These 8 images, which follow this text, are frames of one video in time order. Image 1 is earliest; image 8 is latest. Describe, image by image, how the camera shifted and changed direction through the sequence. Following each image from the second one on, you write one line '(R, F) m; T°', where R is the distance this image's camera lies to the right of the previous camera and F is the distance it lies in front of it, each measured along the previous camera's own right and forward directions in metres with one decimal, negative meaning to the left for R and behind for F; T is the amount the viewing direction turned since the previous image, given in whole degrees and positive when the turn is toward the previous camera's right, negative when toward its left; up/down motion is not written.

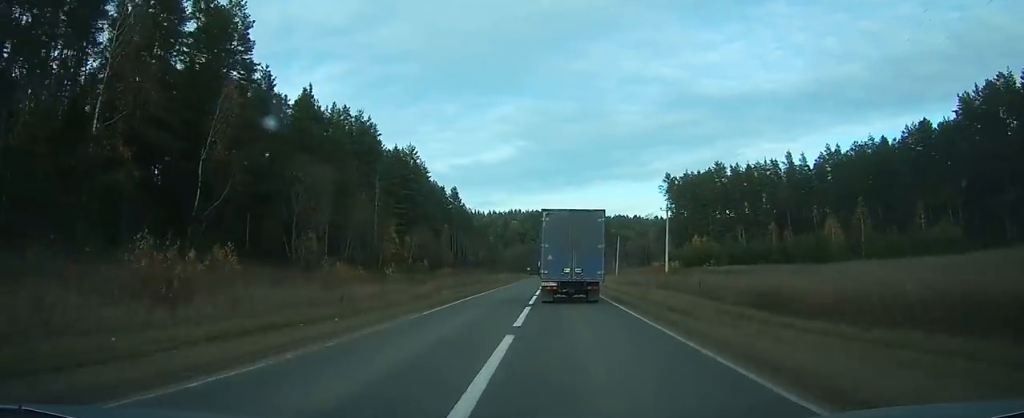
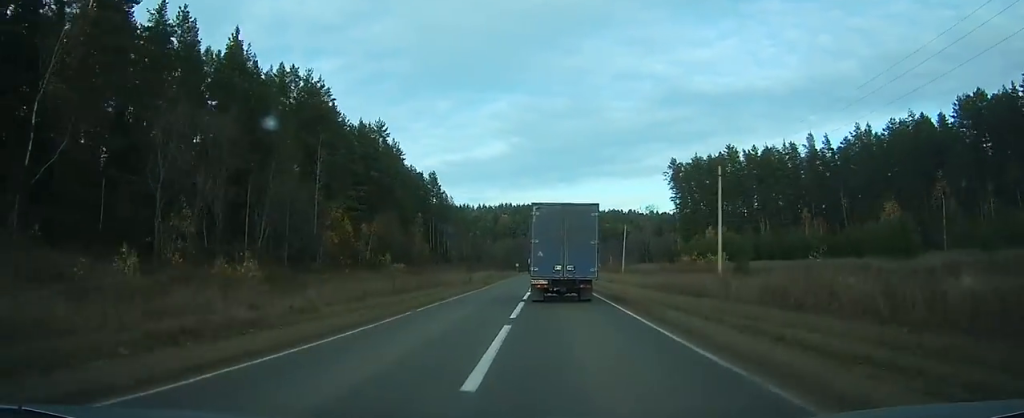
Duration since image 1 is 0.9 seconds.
(-0.2, +22.0) m; 0°
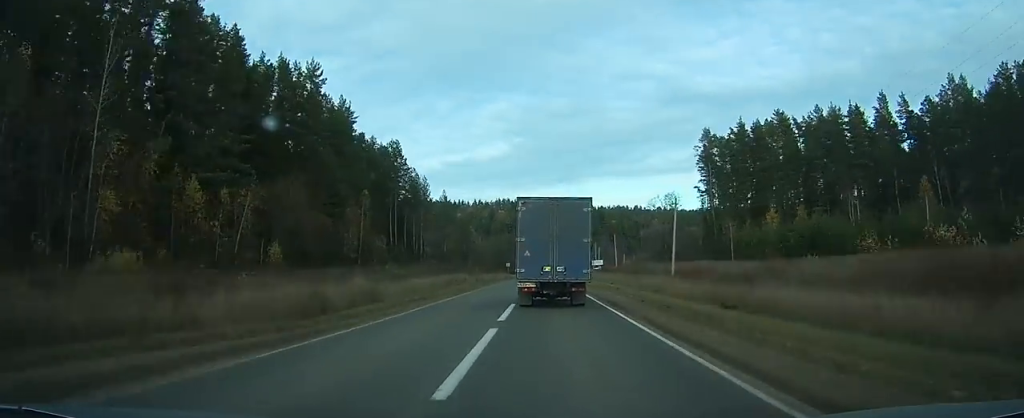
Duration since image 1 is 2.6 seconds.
(+0.6, +39.5) m; +1°
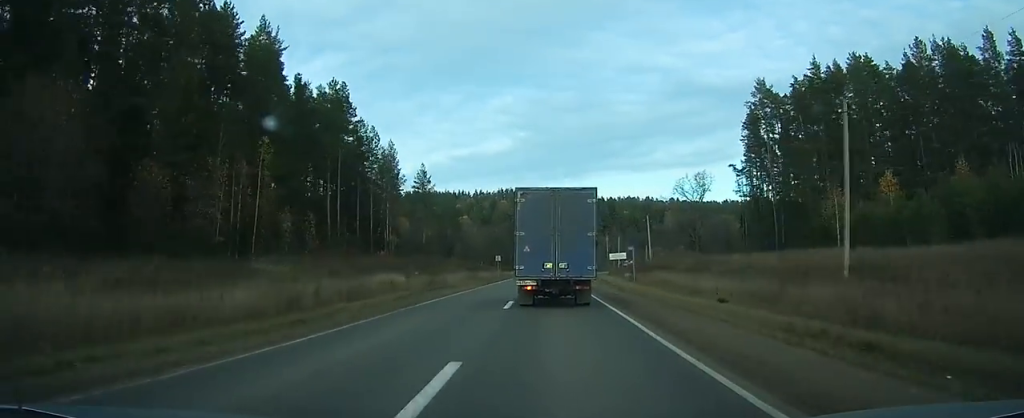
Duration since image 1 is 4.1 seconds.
(+0.1, +36.1) m; 0°
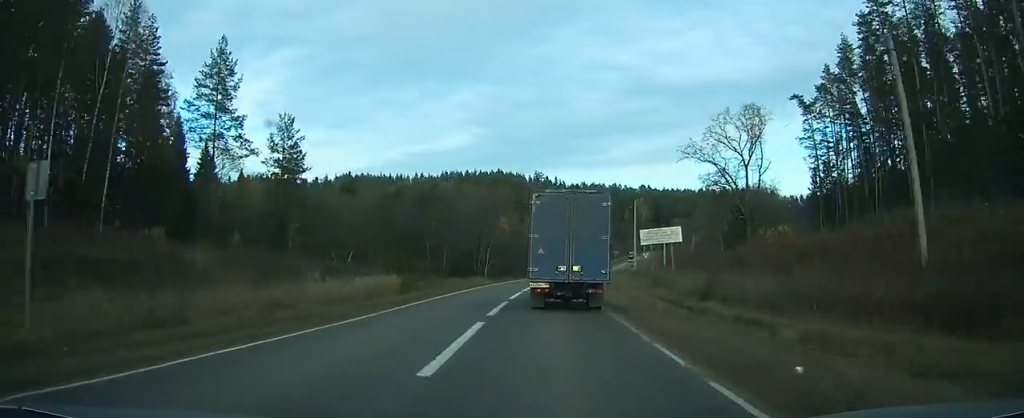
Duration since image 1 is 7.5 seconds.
(+0.4, +77.8) m; +2°
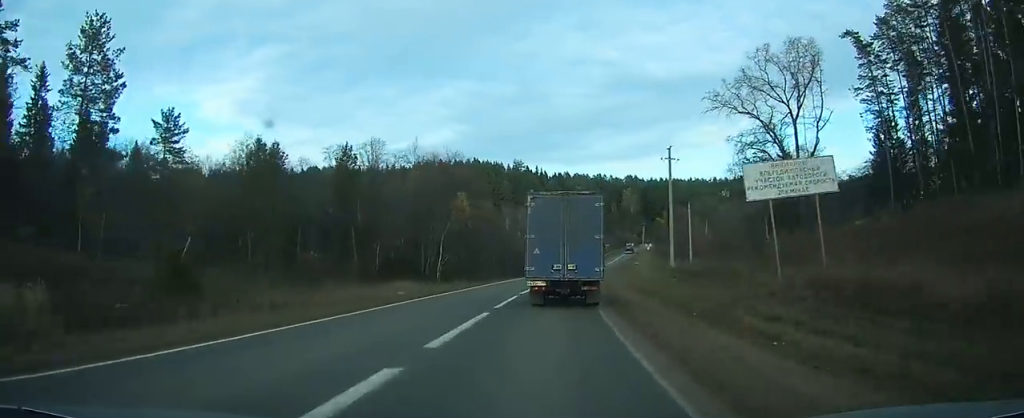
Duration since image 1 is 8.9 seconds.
(0.0, +31.0) m; +2°
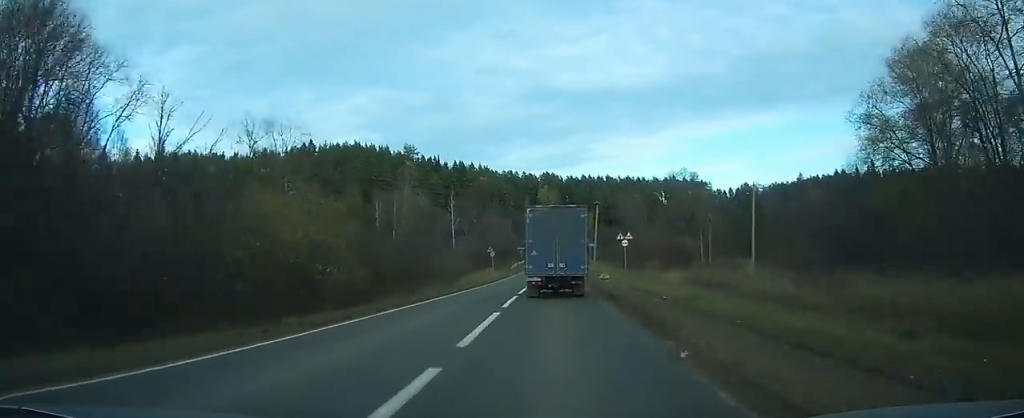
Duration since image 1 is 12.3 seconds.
(+4.9, +73.5) m; +8°
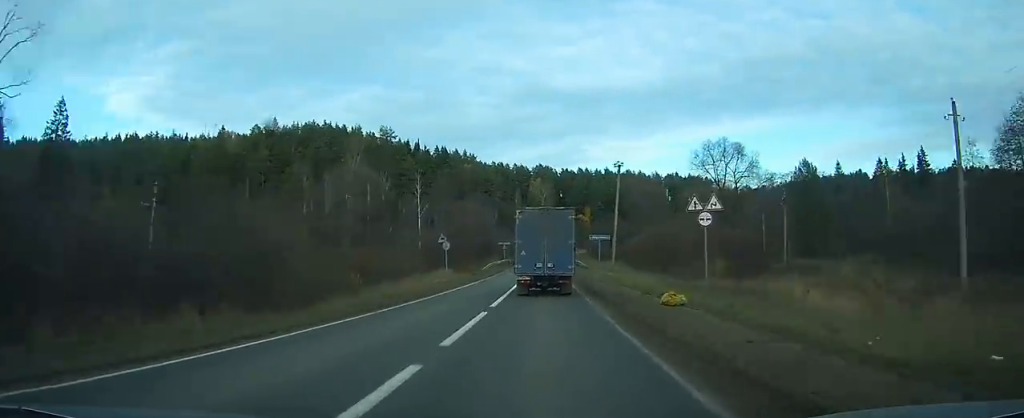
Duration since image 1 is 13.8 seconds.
(+1.1, +31.8) m; +2°
